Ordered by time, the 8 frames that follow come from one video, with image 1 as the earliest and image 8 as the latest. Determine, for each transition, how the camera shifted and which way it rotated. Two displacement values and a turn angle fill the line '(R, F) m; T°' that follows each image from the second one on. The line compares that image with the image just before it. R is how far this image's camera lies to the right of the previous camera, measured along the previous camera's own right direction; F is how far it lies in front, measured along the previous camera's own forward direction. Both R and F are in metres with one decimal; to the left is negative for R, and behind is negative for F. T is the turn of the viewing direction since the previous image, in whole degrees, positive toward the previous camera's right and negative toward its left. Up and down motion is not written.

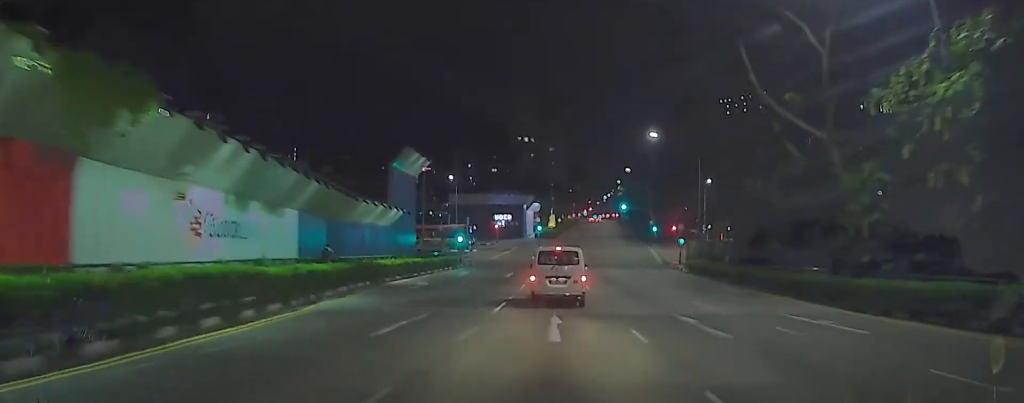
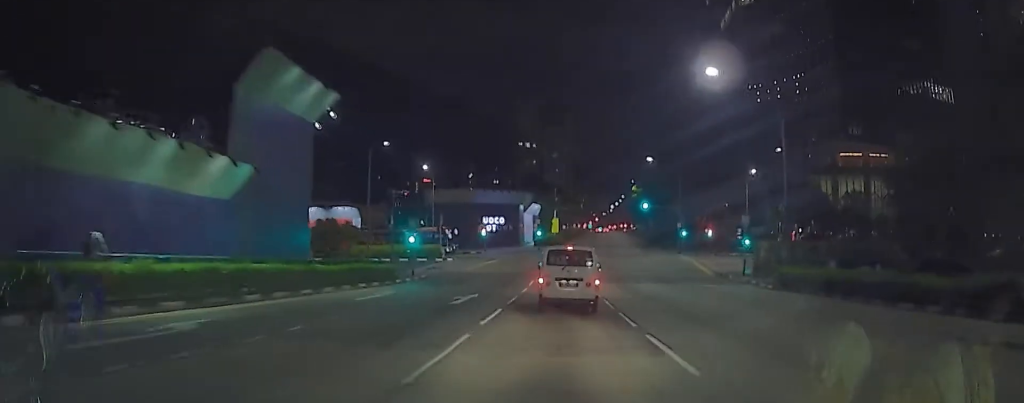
(+0.7, +21.3) m; -2°
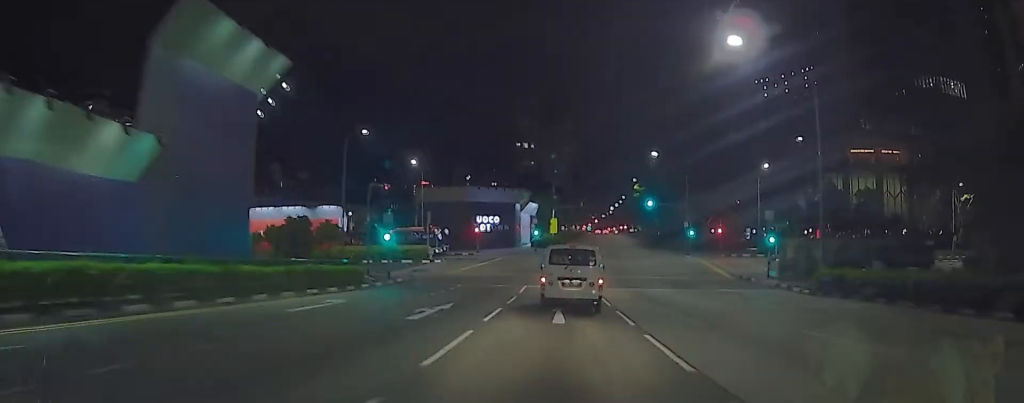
(-0.4, +6.3) m; -2°
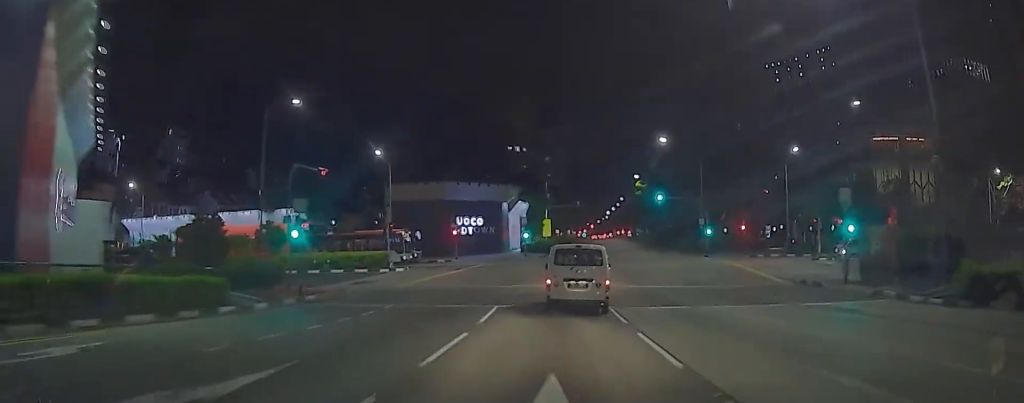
(-0.5, +11.8) m; -3°
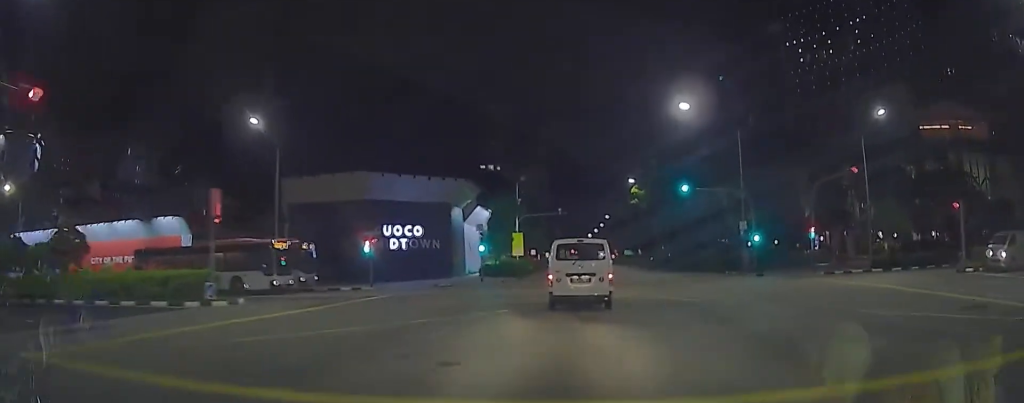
(-0.2, +22.5) m; +4°
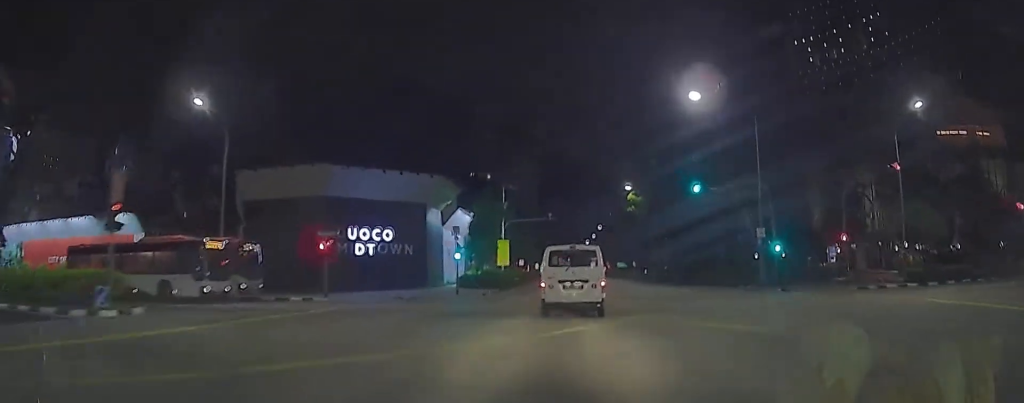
(+0.5, +6.3) m; +2°
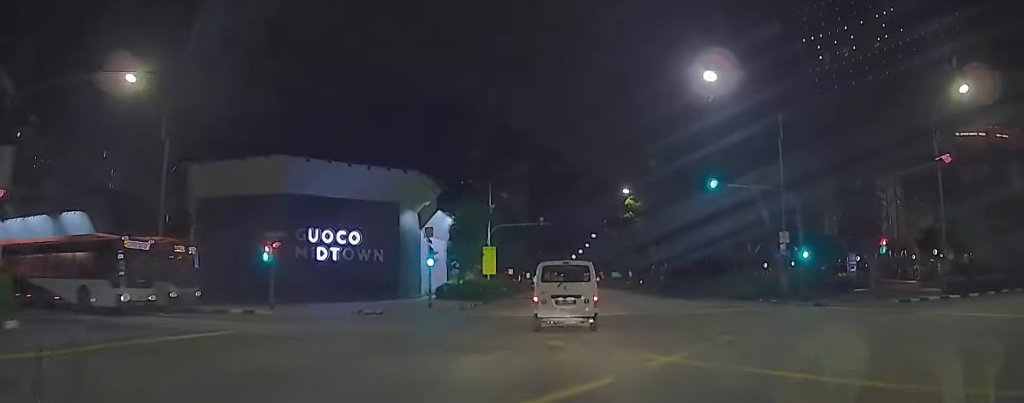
(+0.2, +5.7) m; +2°
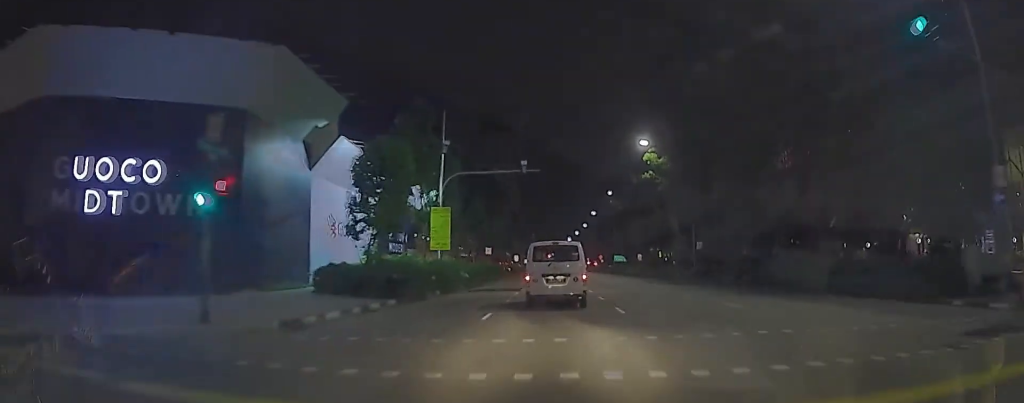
(+1.3, +20.3) m; +8°
